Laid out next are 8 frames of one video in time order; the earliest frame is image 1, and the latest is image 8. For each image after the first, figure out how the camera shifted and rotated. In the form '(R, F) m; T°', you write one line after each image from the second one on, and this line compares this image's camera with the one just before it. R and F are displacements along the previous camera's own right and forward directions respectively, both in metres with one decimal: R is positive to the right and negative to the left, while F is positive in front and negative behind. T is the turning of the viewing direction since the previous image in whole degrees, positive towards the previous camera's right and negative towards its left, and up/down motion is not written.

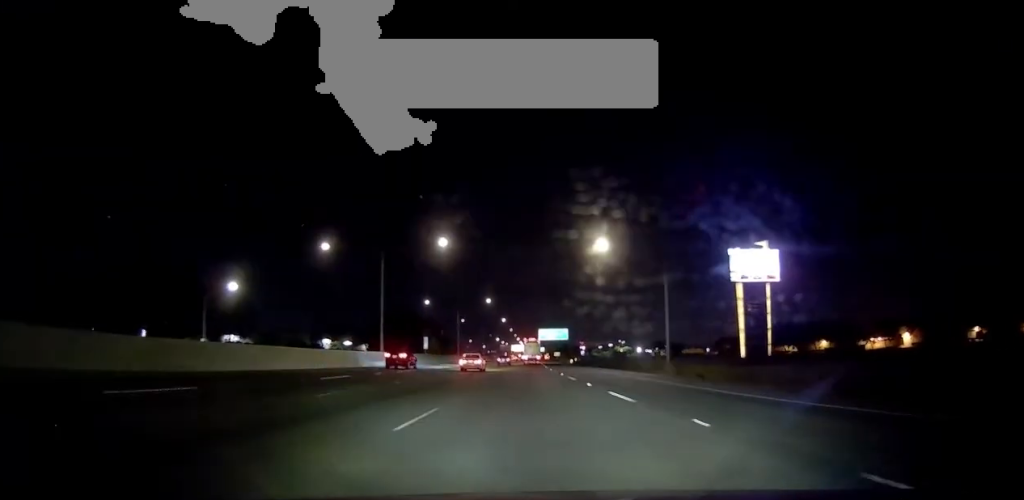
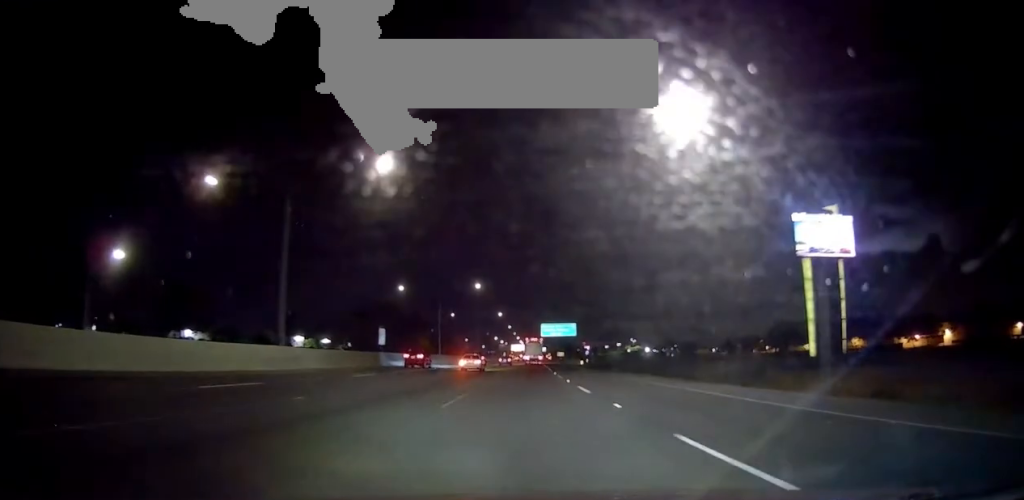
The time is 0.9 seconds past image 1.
(0.0, +24.7) m; -1°
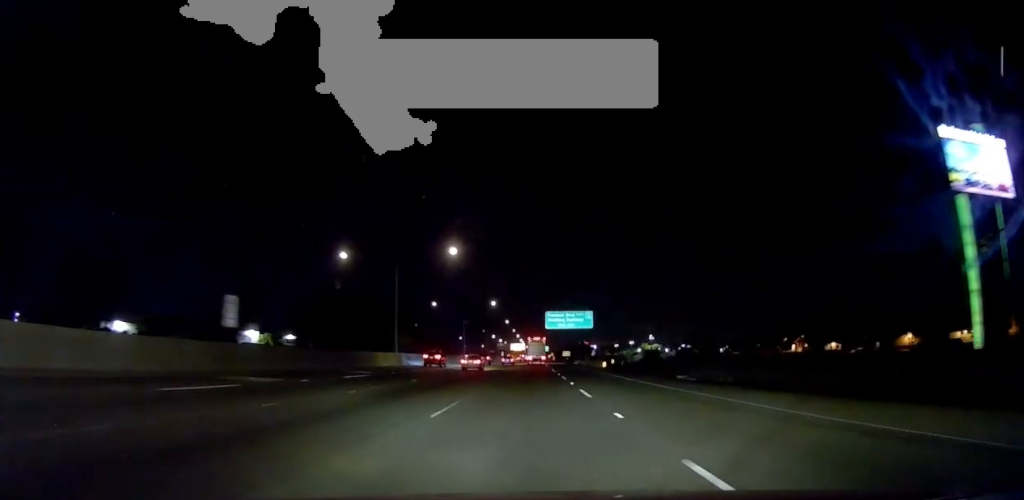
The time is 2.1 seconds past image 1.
(-0.6, +30.8) m; 0°
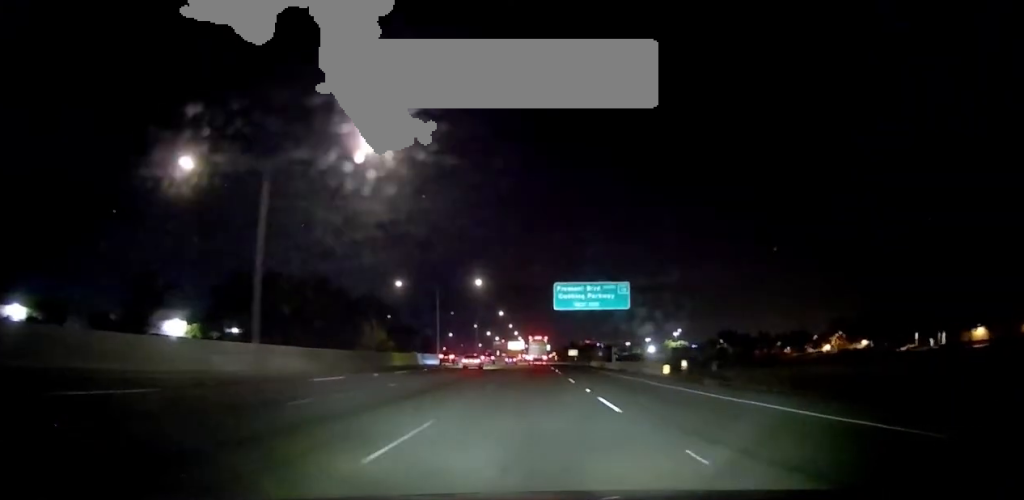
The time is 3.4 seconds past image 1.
(+0.7, +34.5) m; +1°
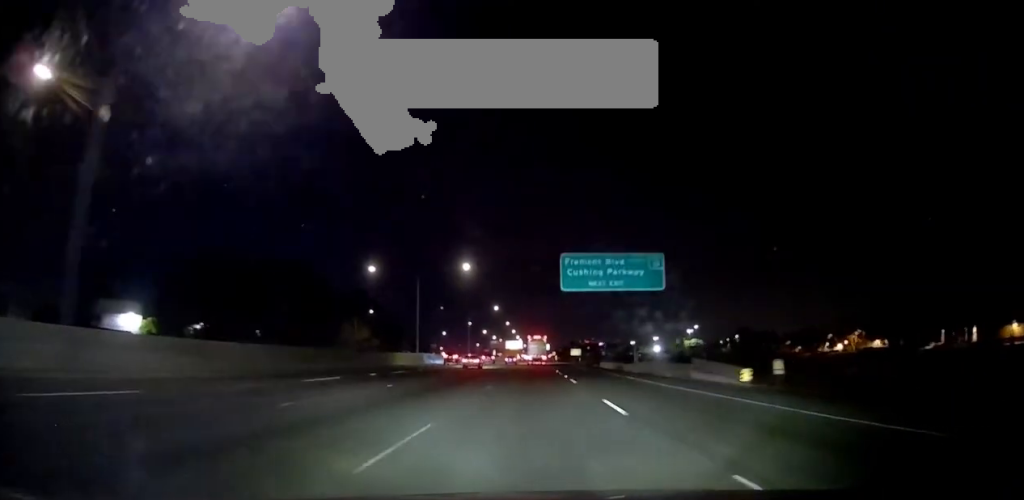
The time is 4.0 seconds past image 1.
(+0.1, +15.1) m; -1°
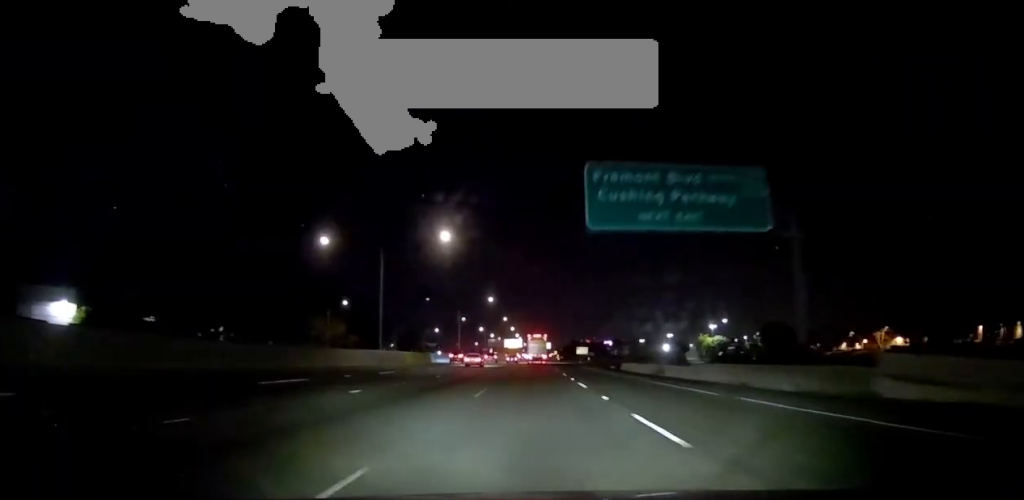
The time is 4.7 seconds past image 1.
(-0.2, +18.7) m; 0°
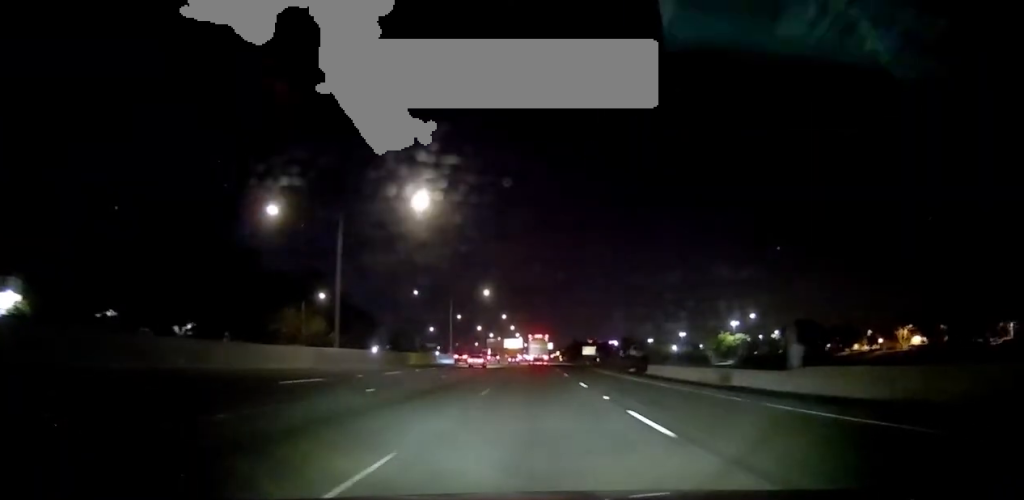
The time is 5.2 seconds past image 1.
(-0.2, +13.4) m; 0°
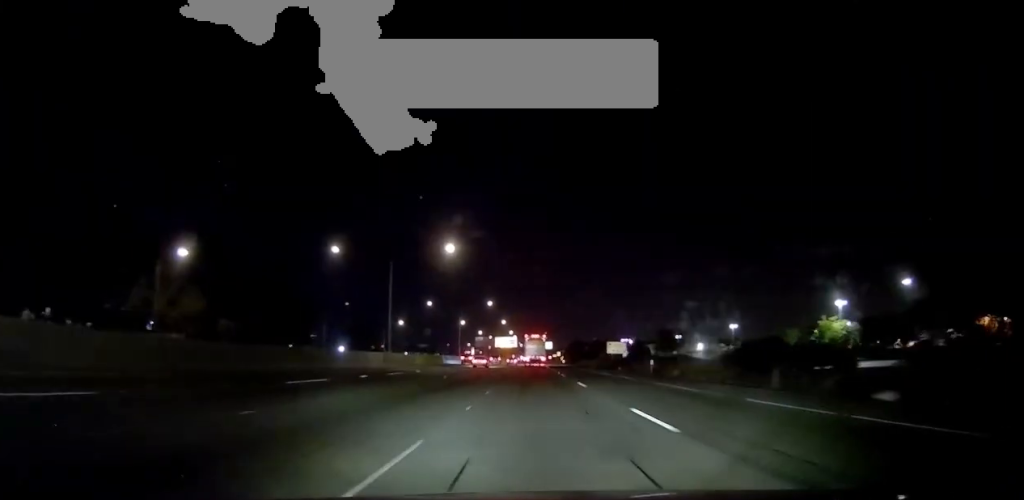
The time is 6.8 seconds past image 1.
(+0.7, +42.8) m; +1°
